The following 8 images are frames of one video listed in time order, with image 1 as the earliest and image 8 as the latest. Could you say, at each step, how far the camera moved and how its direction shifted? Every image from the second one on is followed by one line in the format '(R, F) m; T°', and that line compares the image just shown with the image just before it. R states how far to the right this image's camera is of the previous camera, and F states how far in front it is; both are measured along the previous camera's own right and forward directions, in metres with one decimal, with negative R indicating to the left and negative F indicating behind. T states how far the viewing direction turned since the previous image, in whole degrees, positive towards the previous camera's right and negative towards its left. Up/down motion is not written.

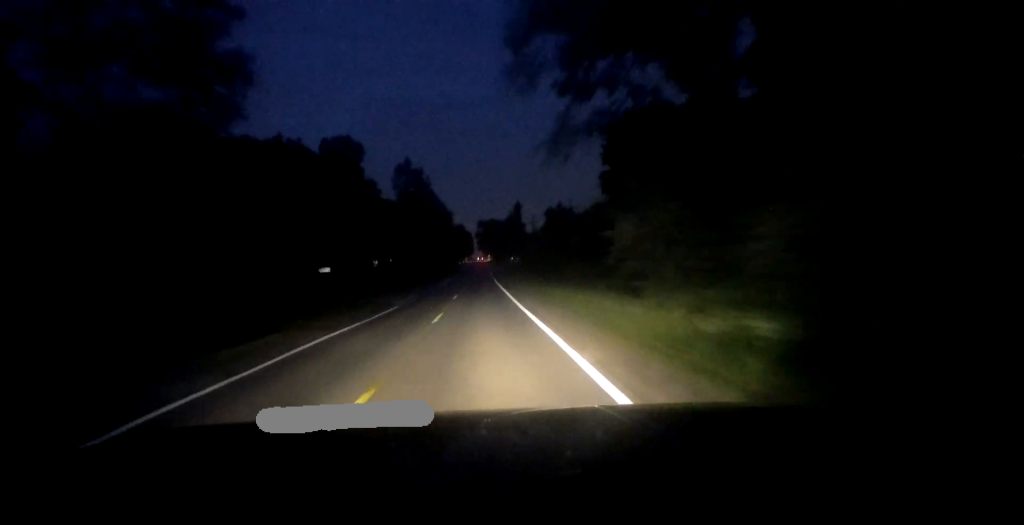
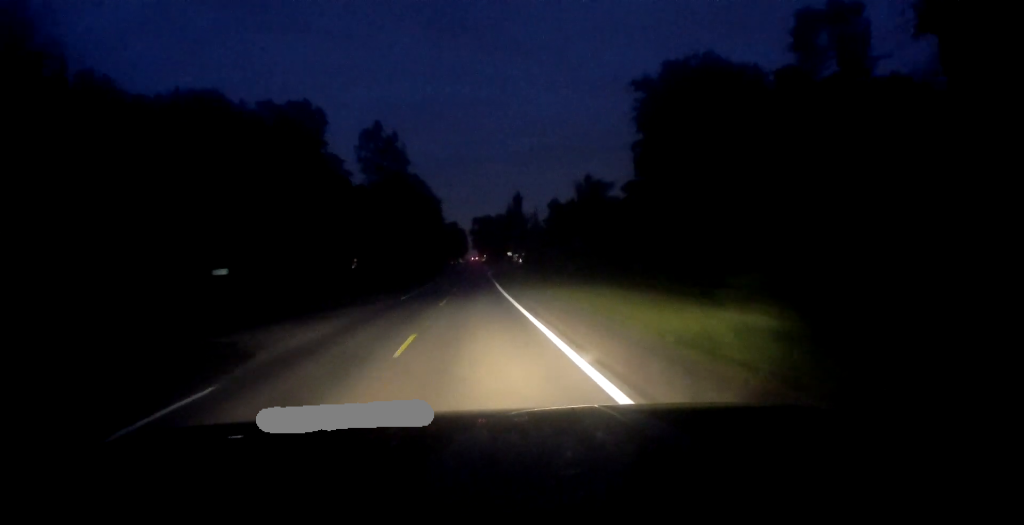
(0.0, +23.7) m; -1°
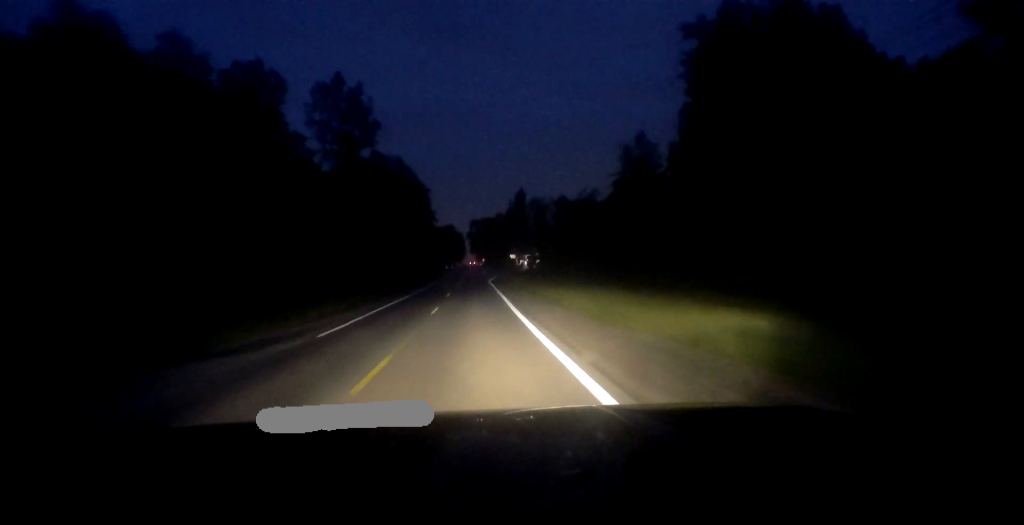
(-0.1, +19.0) m; 0°
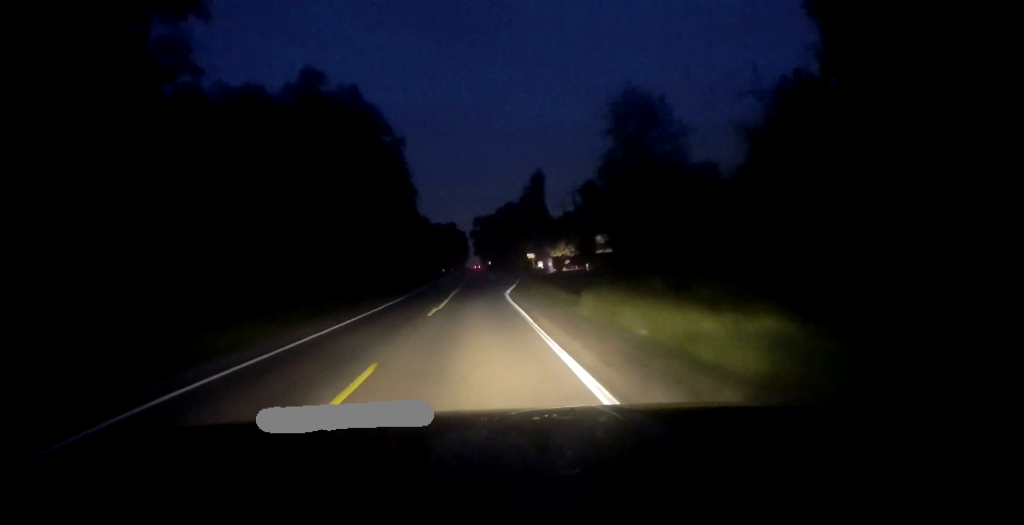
(+0.2, +31.9) m; 0°
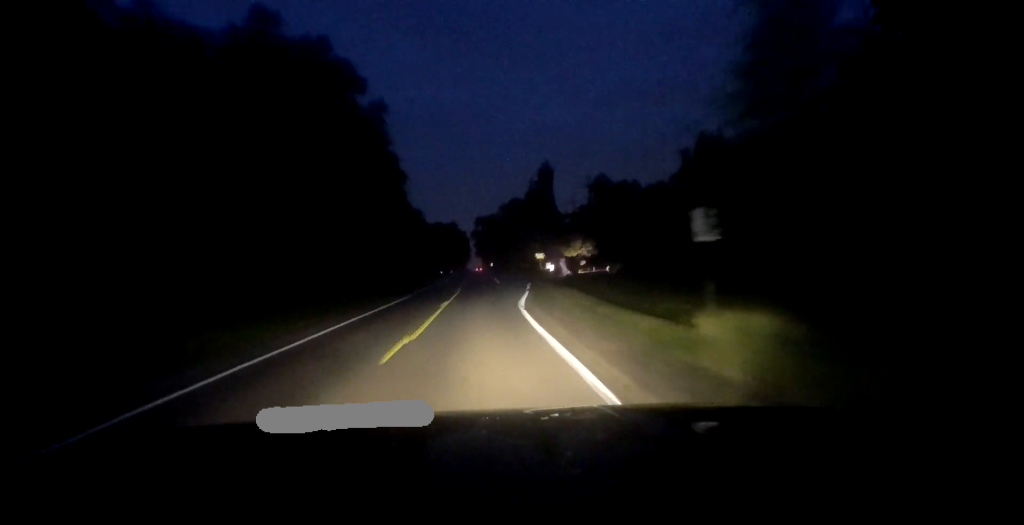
(0.0, +10.9) m; 0°
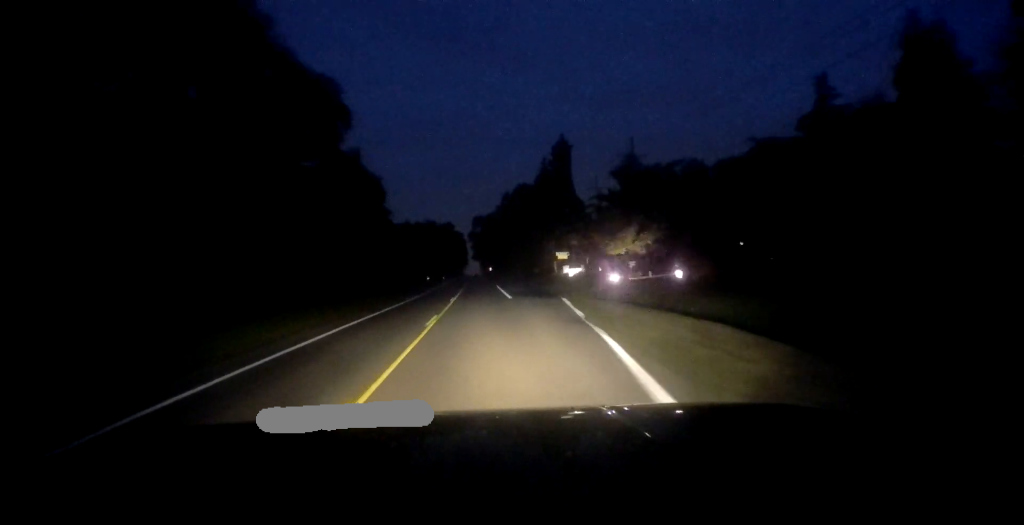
(0.0, +23.0) m; +1°
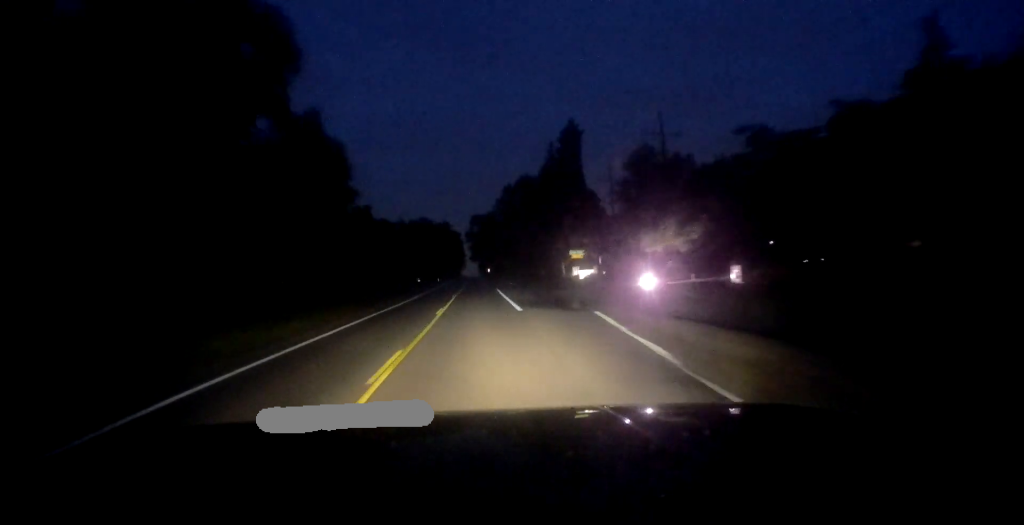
(+0.1, +9.5) m; 0°
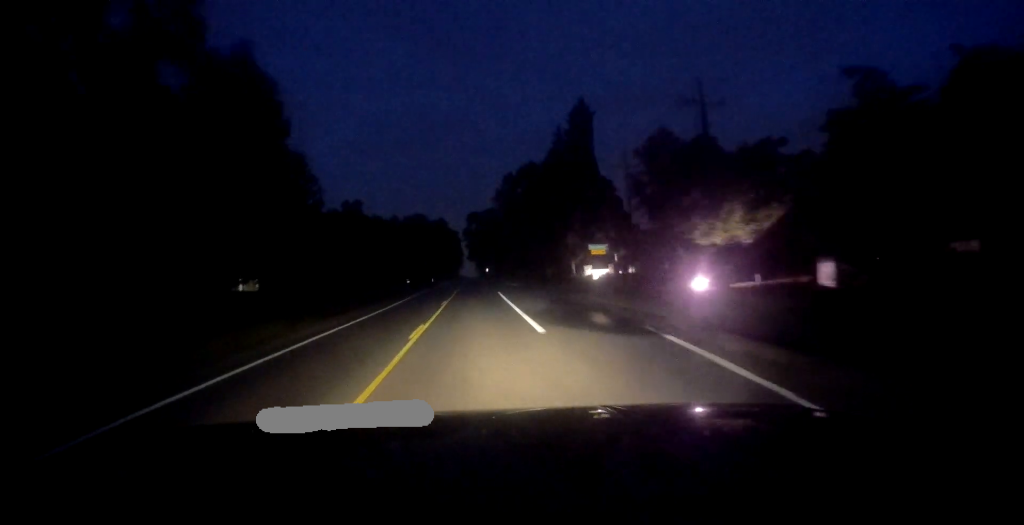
(+0.2, +8.9) m; -1°
